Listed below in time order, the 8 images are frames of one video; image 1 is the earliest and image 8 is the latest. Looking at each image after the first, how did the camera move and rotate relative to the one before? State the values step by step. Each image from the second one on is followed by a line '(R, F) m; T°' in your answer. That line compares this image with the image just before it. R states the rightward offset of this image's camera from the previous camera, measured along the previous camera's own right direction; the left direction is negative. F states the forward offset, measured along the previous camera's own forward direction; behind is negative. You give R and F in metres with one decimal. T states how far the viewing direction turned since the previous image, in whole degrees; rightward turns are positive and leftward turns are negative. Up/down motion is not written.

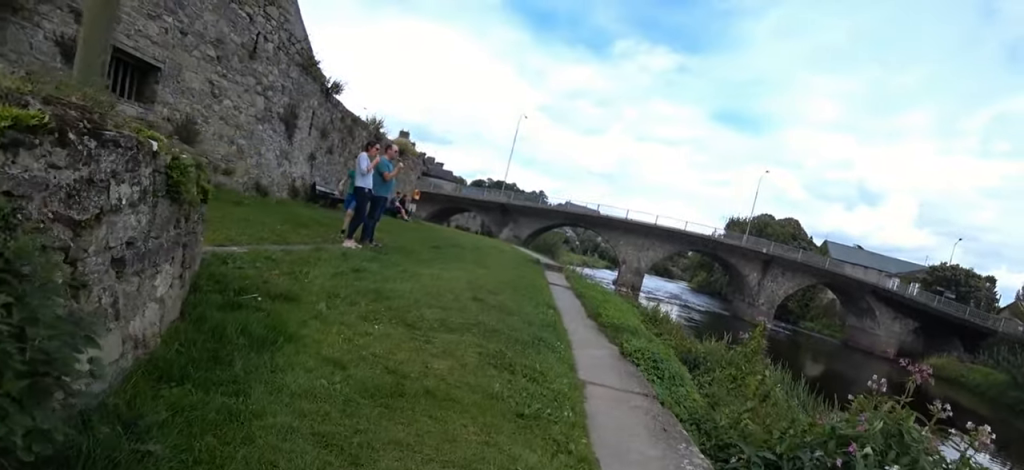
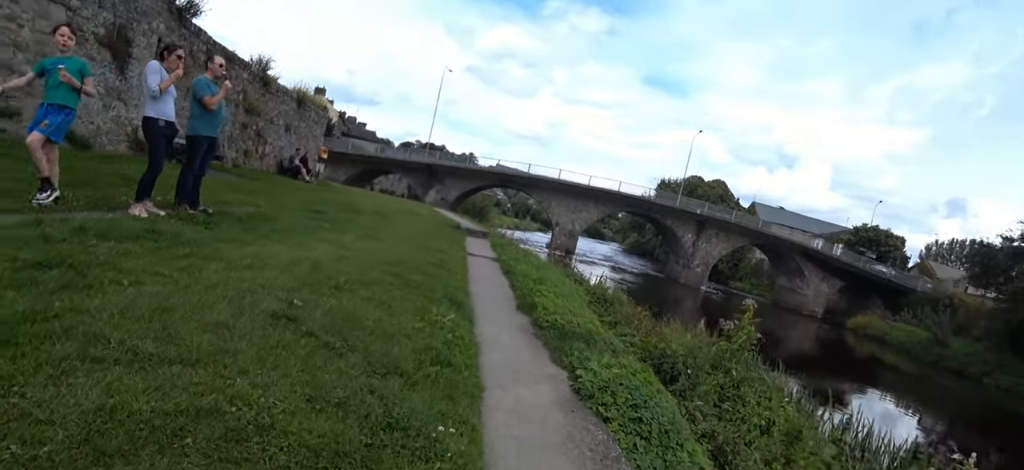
(+0.4, +2.0) m; 0°
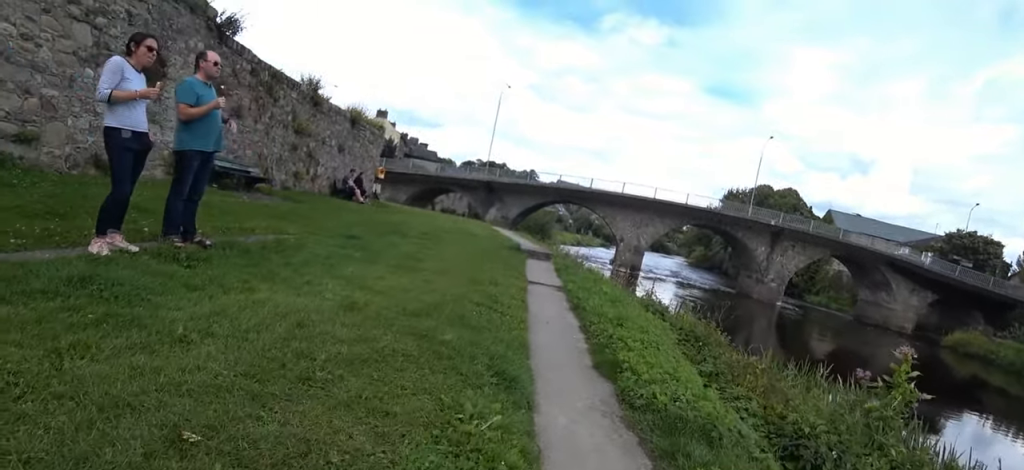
(+0.6, +0.9) m; 0°
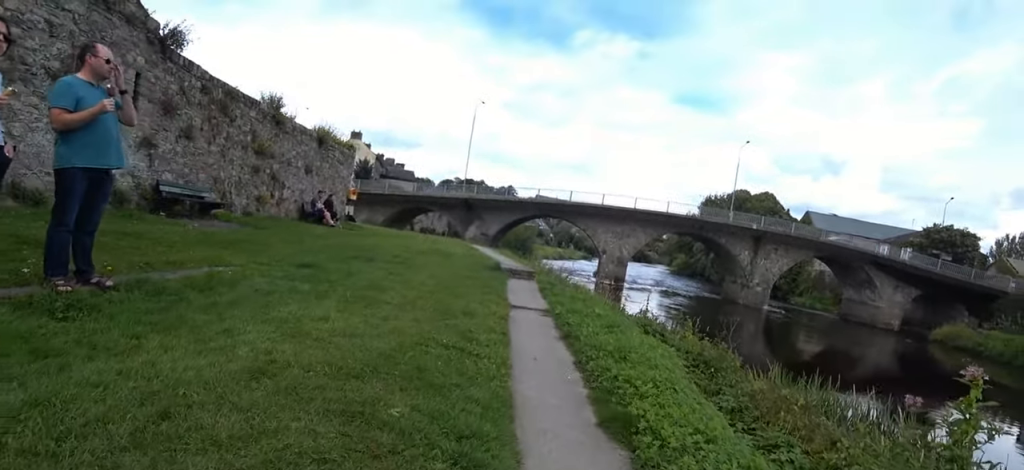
(+0.5, +0.8) m; 0°
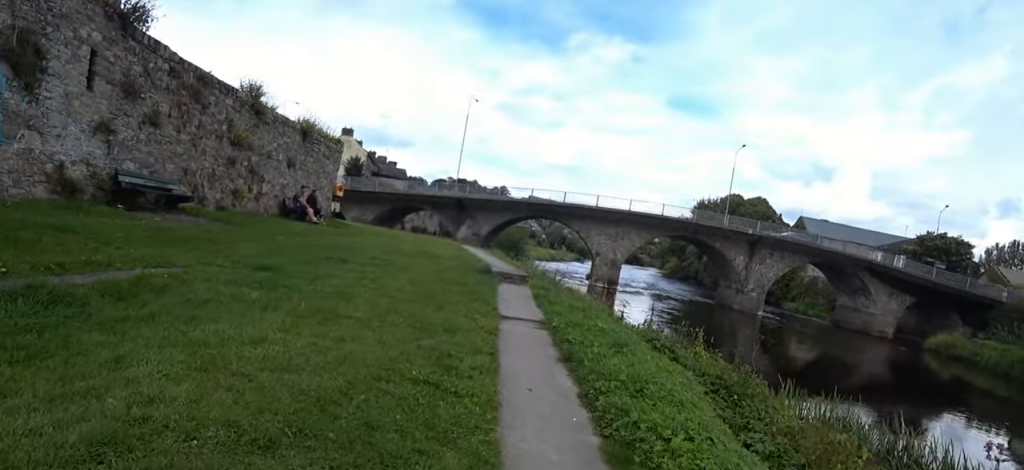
(+0.4, +0.7) m; 0°
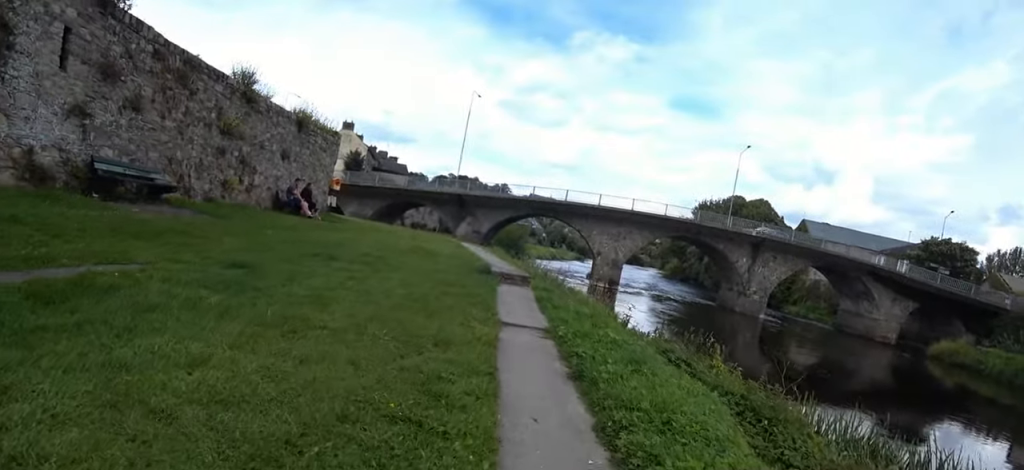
(+0.1, +0.5) m; 0°
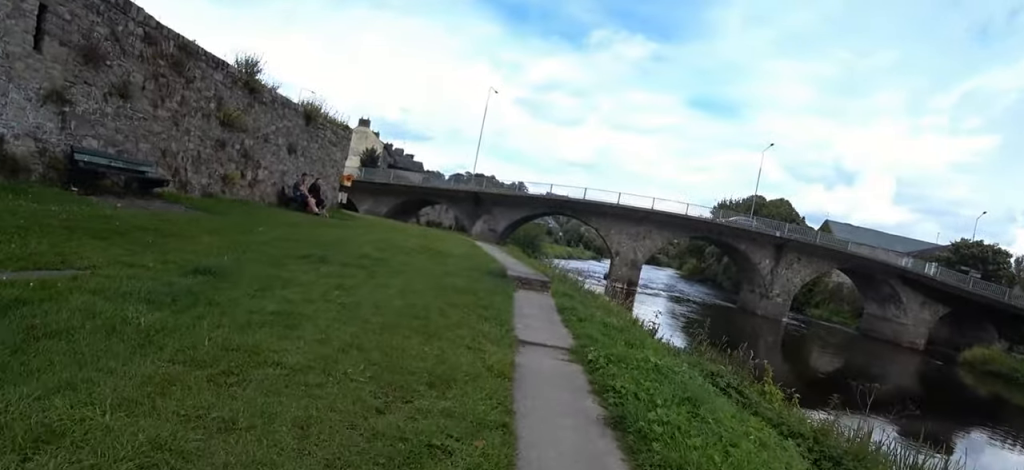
(+0.1, +0.8) m; 0°
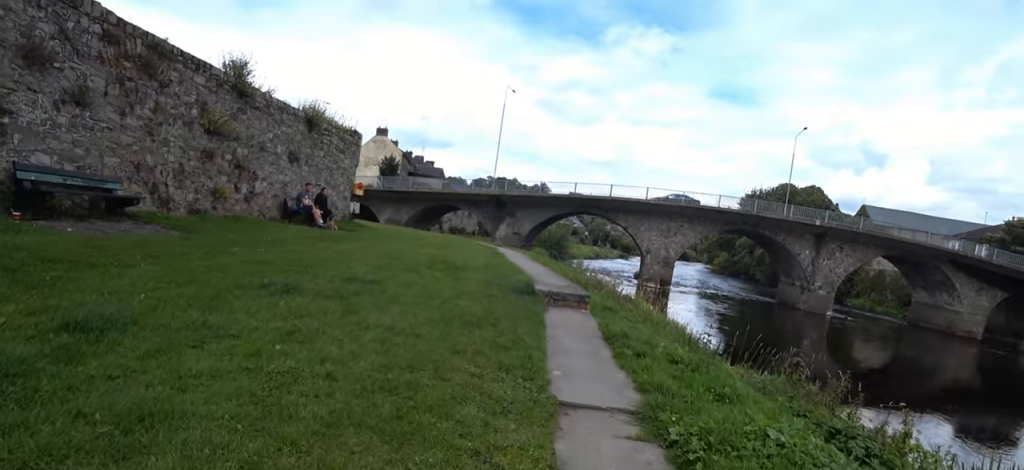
(+0.1, +1.3) m; 0°
